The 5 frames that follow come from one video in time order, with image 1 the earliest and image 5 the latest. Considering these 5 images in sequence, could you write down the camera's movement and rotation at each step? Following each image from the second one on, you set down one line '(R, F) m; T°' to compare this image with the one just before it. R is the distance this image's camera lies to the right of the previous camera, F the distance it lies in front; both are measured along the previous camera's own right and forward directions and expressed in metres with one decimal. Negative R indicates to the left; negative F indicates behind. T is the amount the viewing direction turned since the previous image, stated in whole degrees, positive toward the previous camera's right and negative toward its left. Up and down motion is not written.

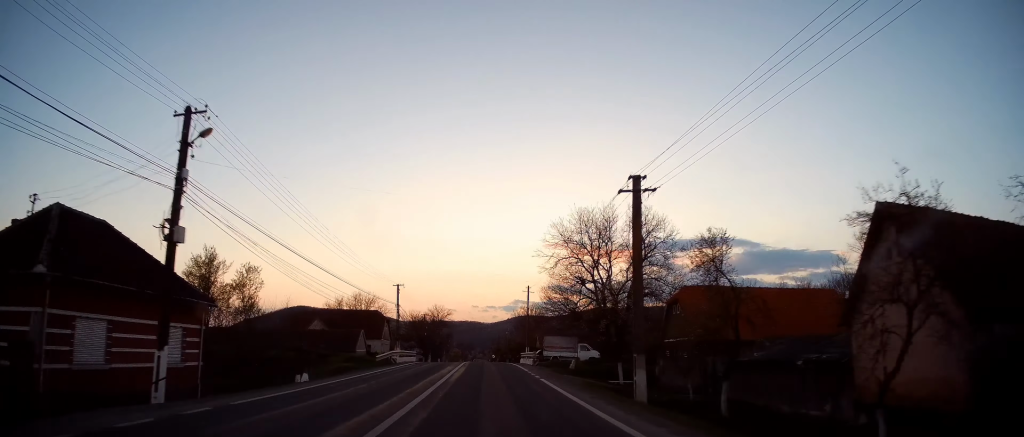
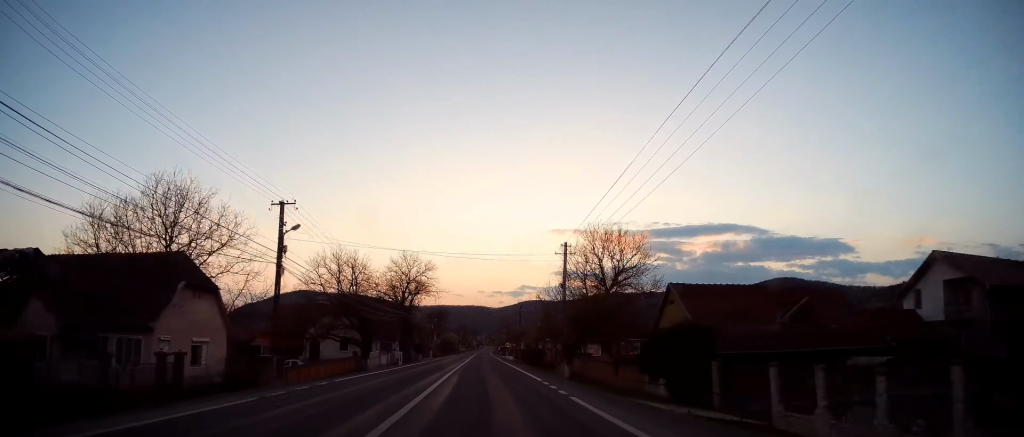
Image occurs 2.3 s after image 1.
(+0.1, +59.9) m; +1°
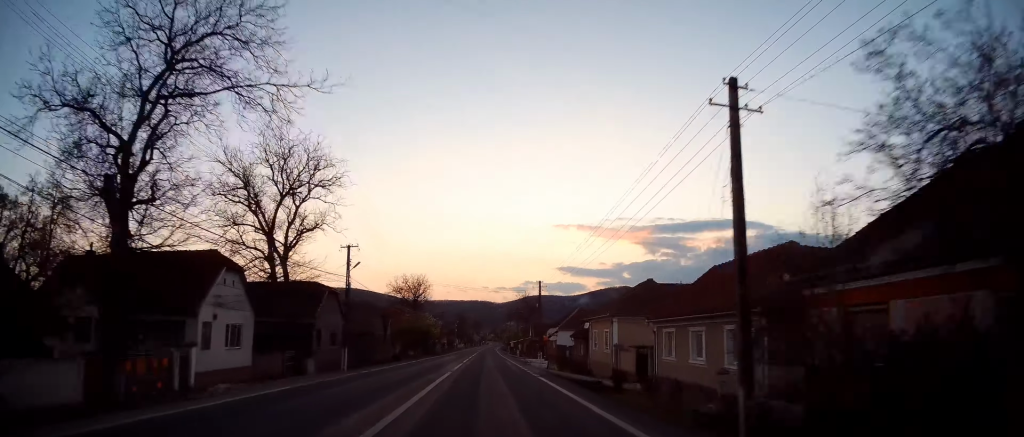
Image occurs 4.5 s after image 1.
(-0.9, +57.2) m; 0°
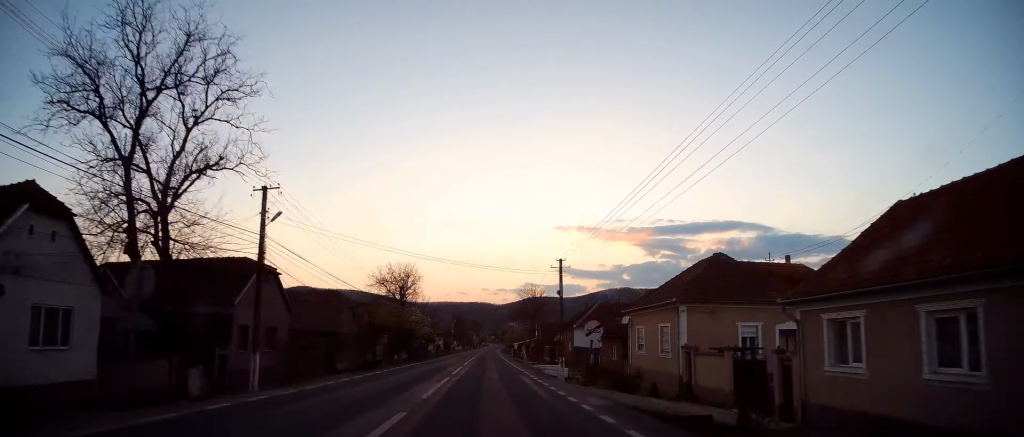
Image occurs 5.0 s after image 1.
(+0.2, +13.1) m; 0°
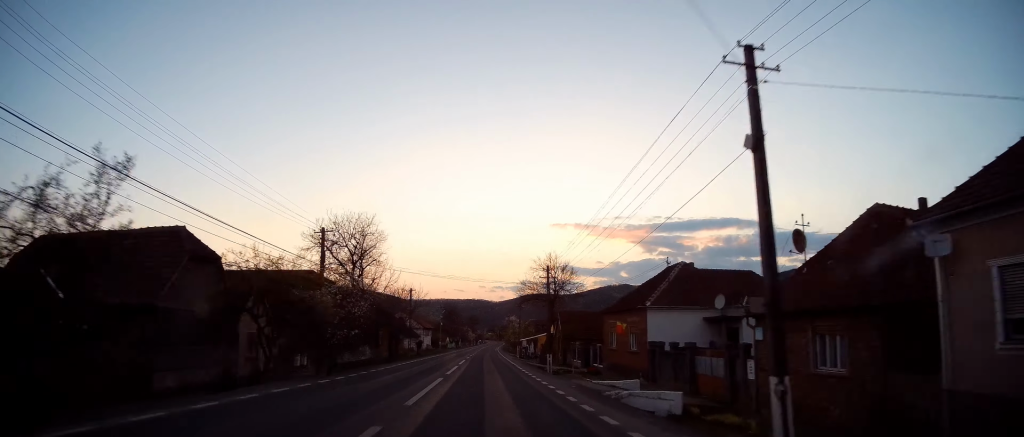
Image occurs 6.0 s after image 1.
(-0.1, +25.6) m; -1°
